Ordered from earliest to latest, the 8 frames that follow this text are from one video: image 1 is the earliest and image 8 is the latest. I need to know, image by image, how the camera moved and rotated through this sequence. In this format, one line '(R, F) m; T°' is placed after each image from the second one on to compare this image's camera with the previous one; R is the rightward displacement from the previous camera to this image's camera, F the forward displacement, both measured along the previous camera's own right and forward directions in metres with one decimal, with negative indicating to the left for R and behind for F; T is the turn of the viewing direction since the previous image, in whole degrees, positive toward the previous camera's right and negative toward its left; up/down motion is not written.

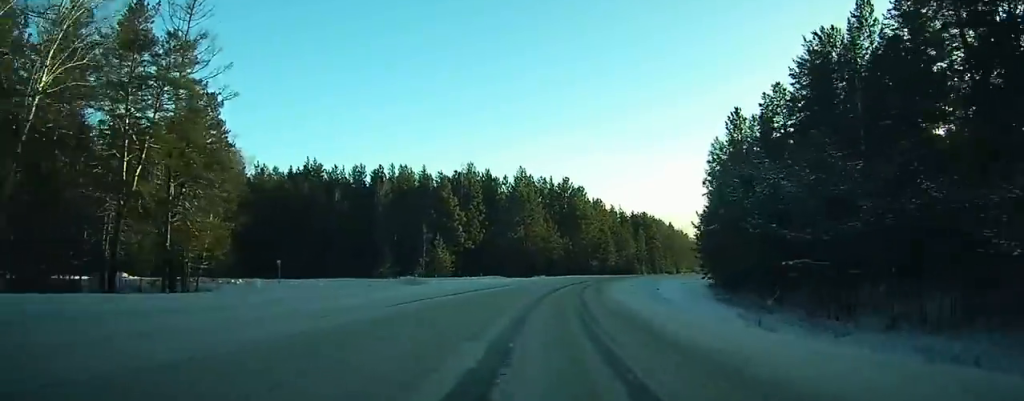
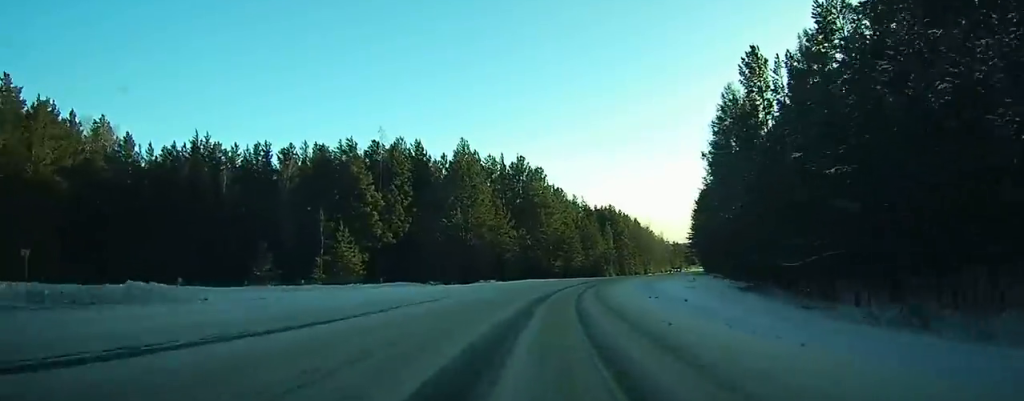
(+1.0, +29.9) m; +4°
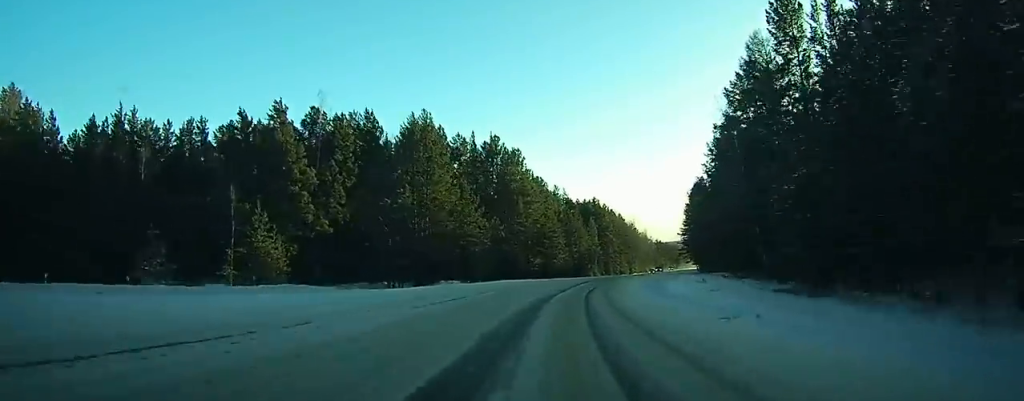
(-0.1, +17.3) m; +3°
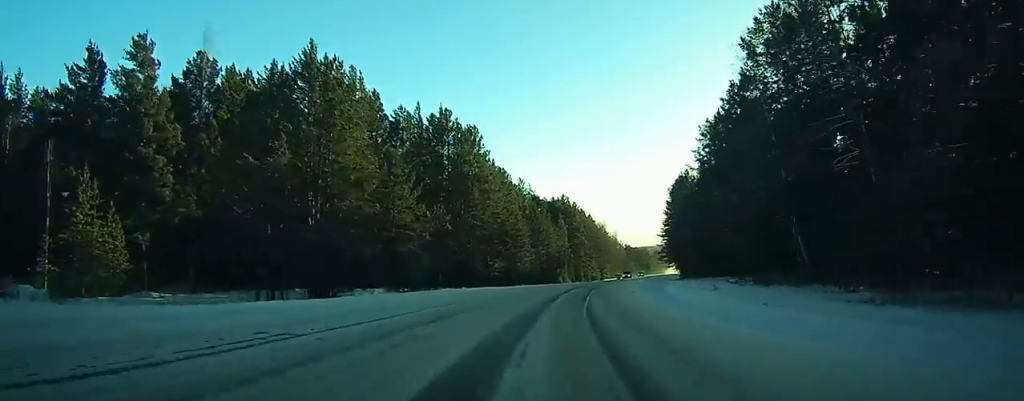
(+1.1, +19.6) m; +3°
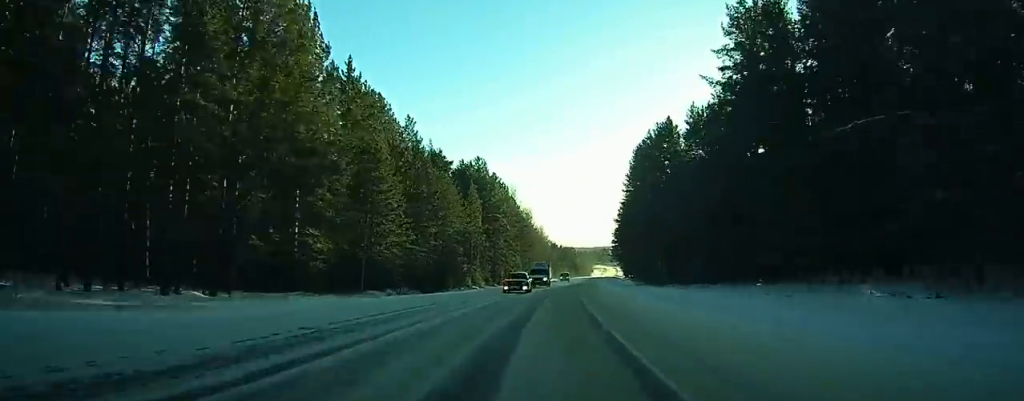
(+3.4, +50.4) m; +8°
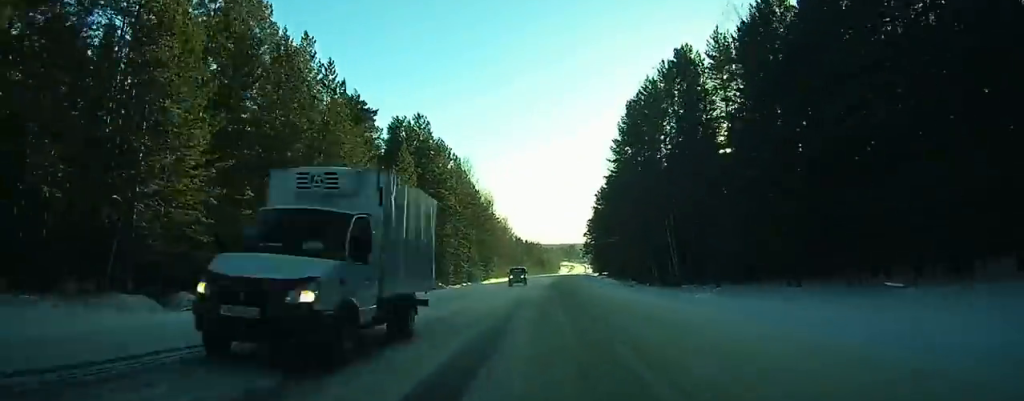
(+1.3, +27.7) m; +3°
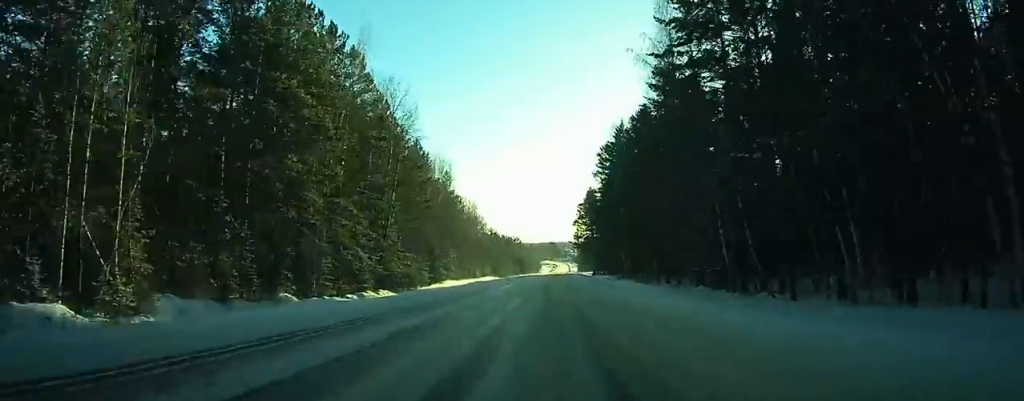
(+1.6, +47.9) m; +3°
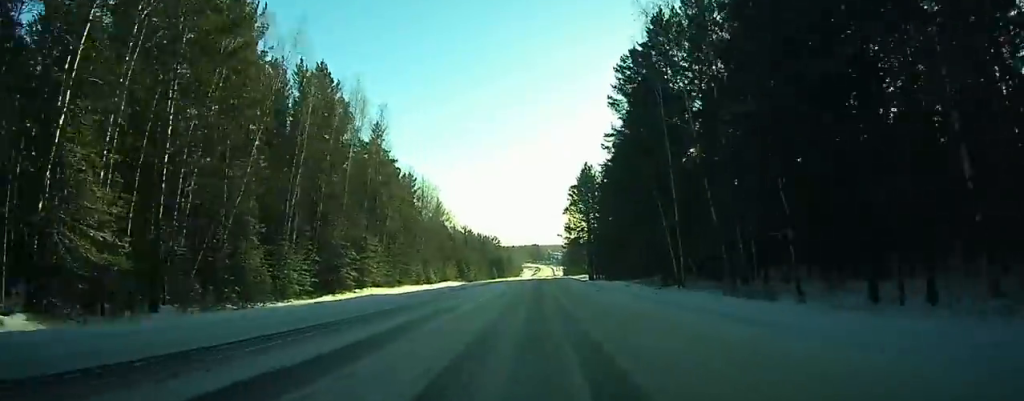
(+0.3, +42.7) m; +1°
